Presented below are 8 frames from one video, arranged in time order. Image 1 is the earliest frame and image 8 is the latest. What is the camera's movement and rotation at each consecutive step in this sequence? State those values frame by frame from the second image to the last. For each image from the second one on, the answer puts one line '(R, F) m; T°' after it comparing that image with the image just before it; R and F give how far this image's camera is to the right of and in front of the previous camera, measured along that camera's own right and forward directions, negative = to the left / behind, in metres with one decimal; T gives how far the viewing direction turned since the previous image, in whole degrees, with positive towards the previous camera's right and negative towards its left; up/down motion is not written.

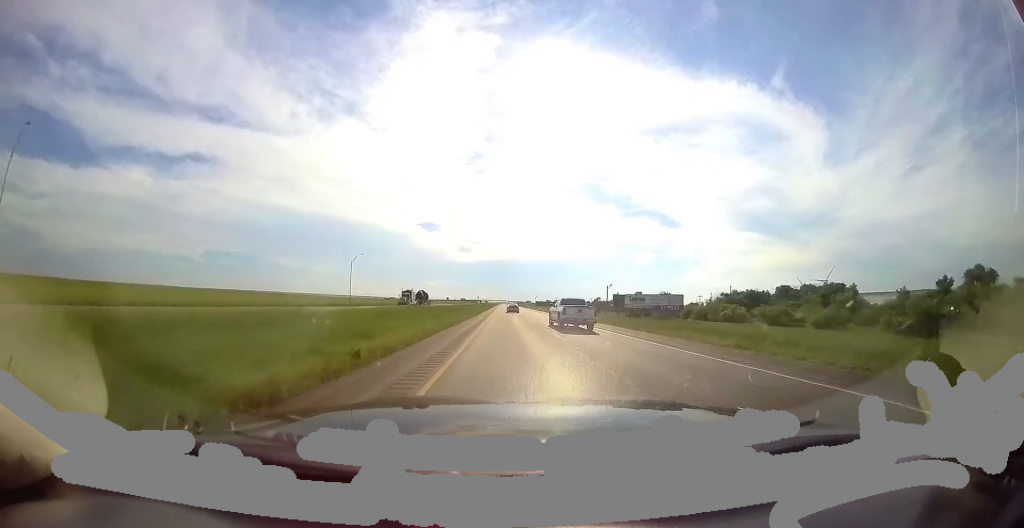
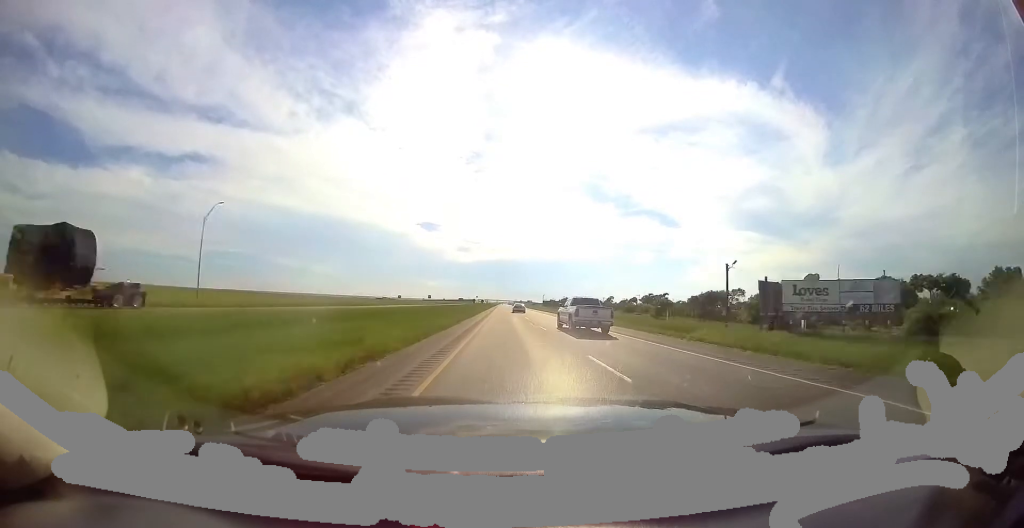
(+0.3, +43.1) m; 0°
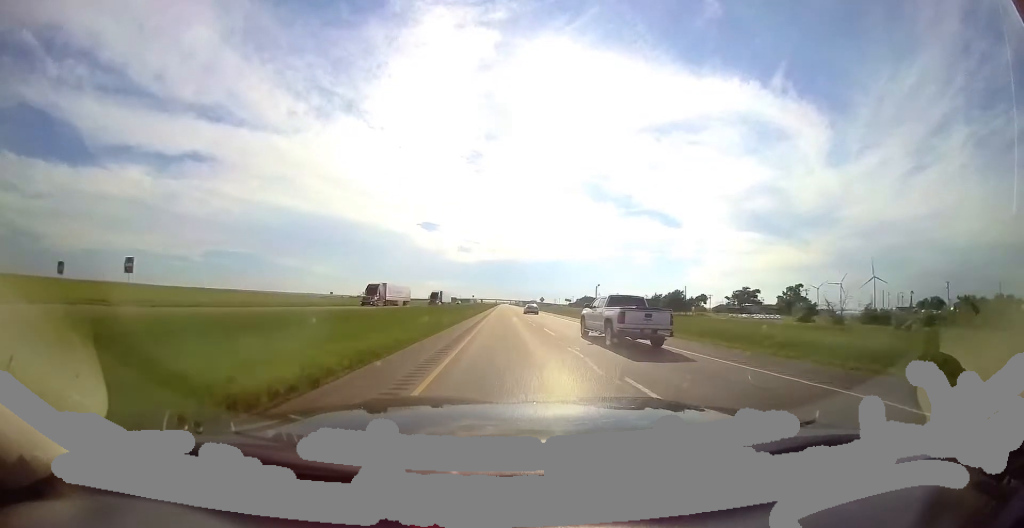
(-0.3, +112.3) m; 0°
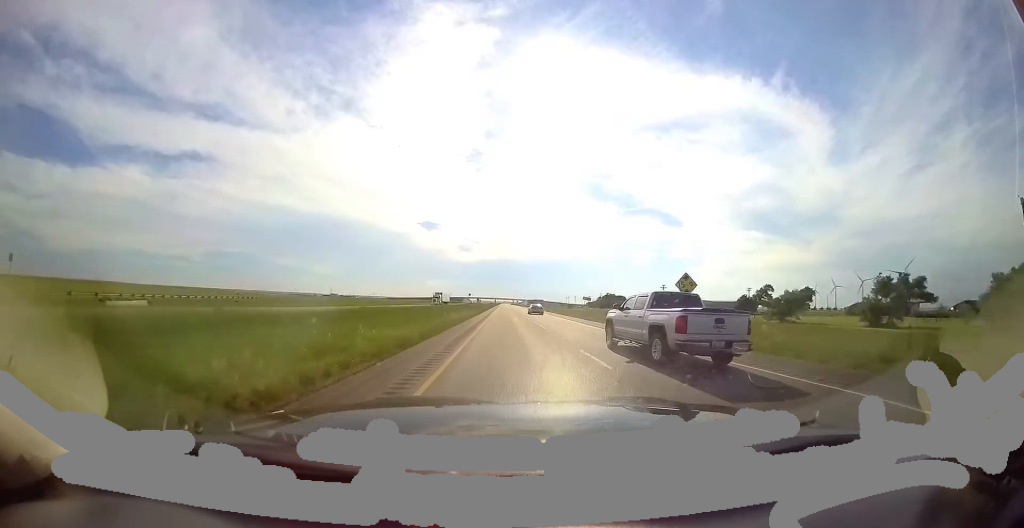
(-0.1, +81.3) m; 0°
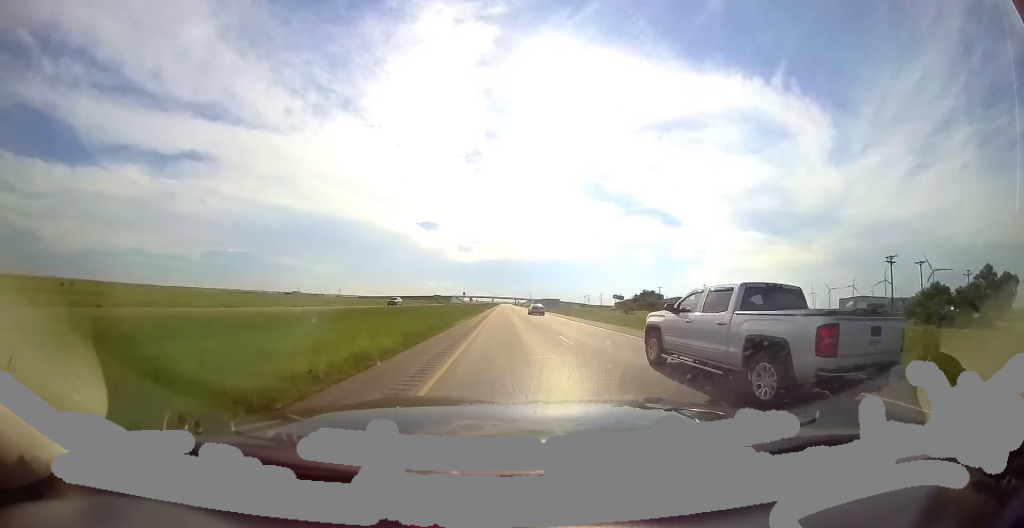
(-0.2, +81.5) m; 0°
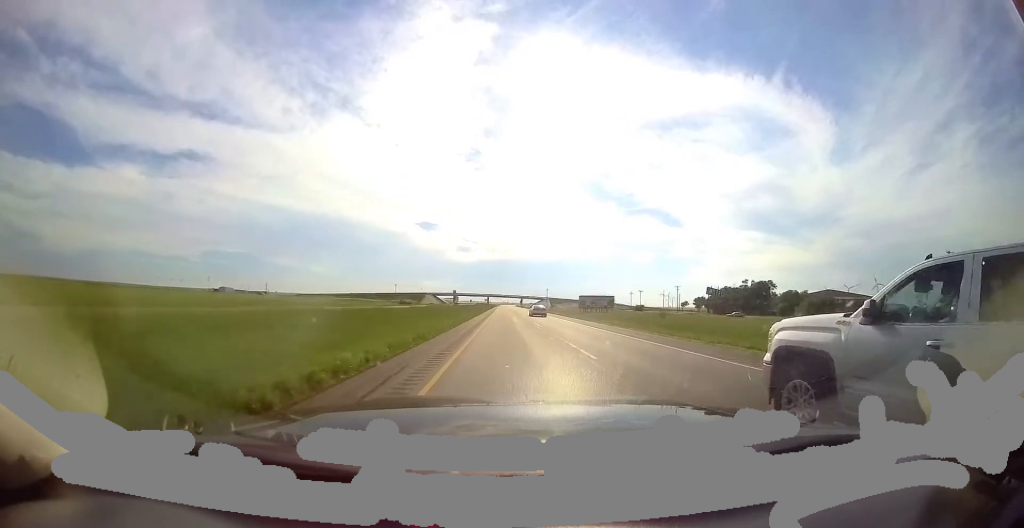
(-0.2, +100.8) m; -1°
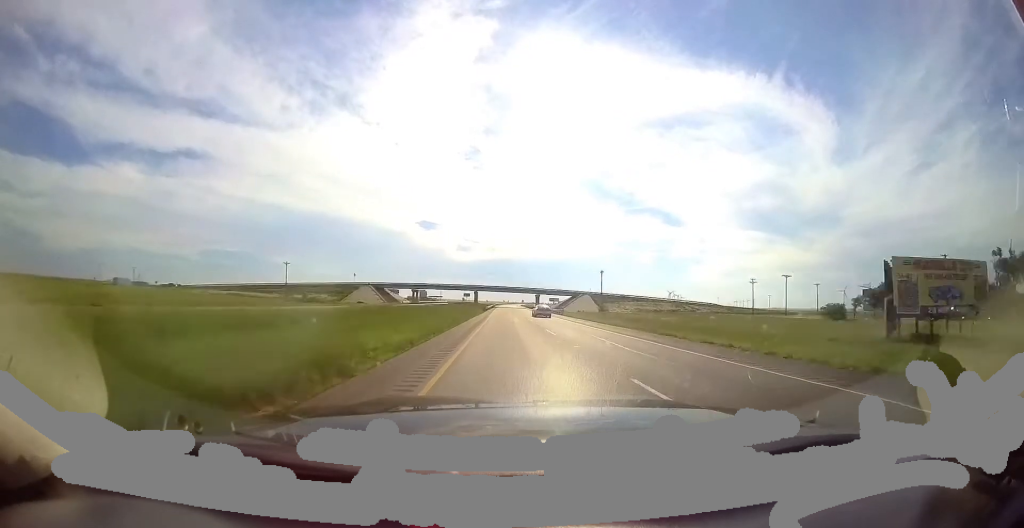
(-0.6, +91.2) m; 0°
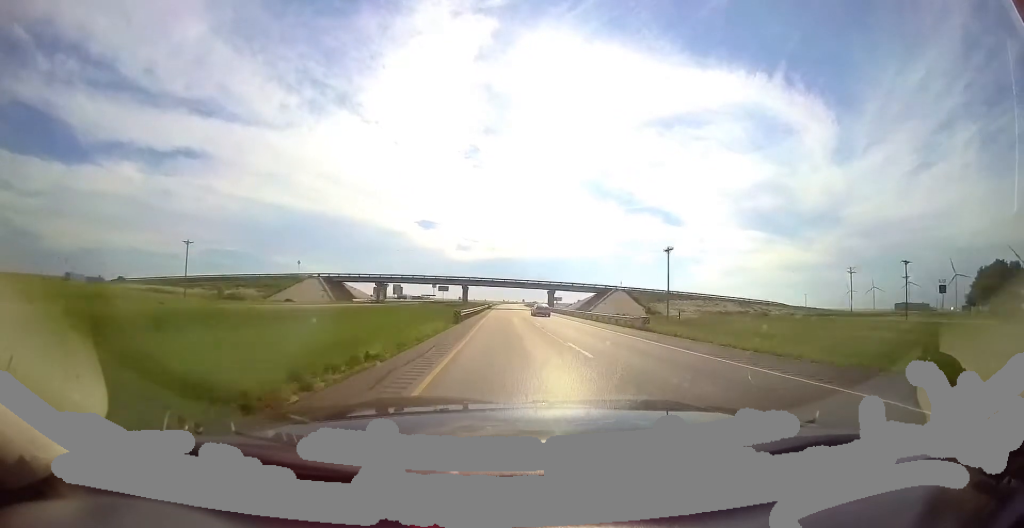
(-0.1, +31.3) m; 0°
